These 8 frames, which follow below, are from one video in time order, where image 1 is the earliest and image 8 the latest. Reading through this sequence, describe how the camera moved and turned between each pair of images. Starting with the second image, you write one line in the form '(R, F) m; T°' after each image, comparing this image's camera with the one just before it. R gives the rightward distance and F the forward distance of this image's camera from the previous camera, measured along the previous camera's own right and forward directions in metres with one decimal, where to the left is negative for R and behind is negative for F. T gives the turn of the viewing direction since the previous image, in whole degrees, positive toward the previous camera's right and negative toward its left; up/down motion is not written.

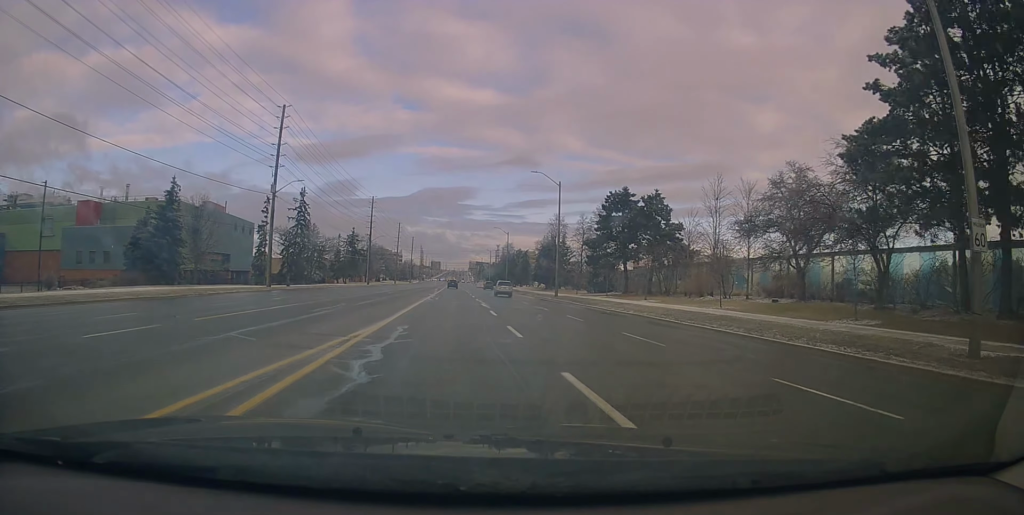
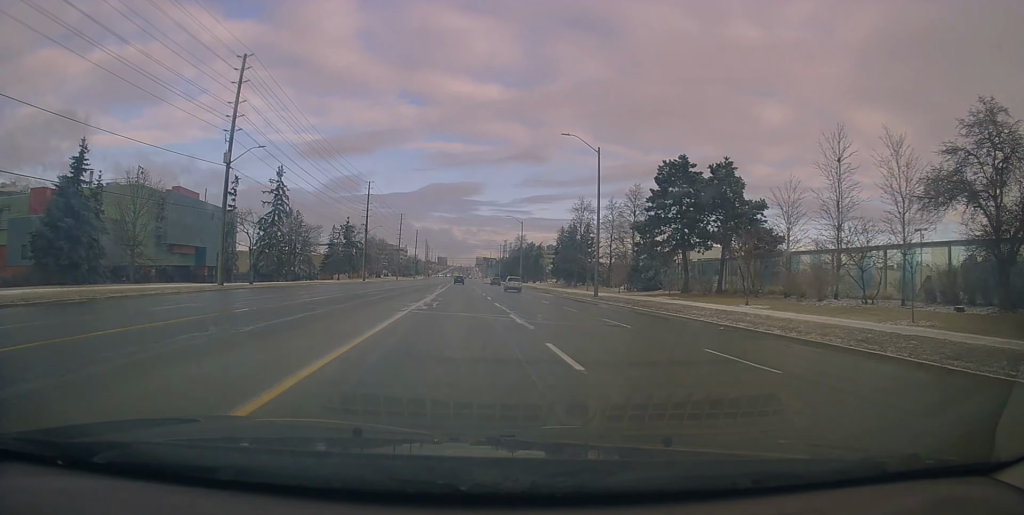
(-0.1, +14.3) m; 0°
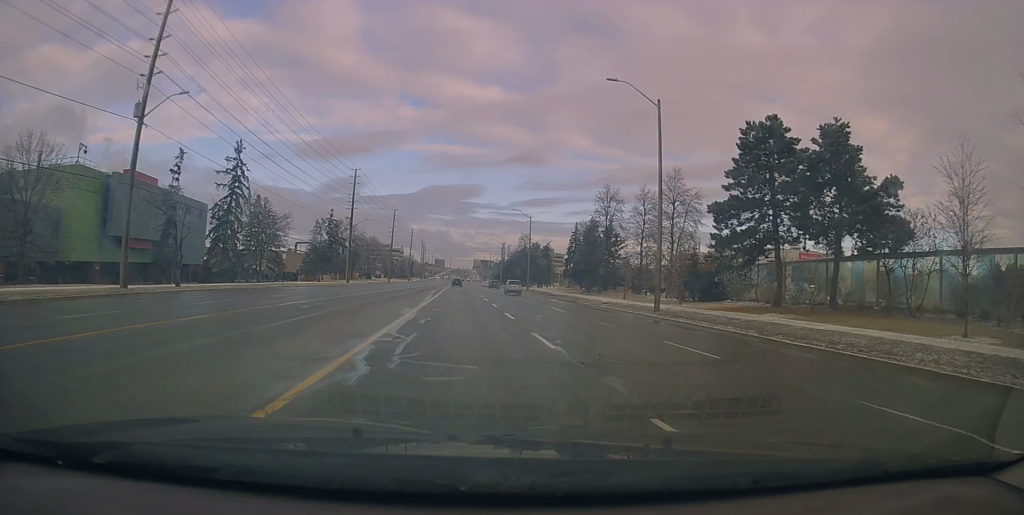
(+0.2, +14.4) m; +1°
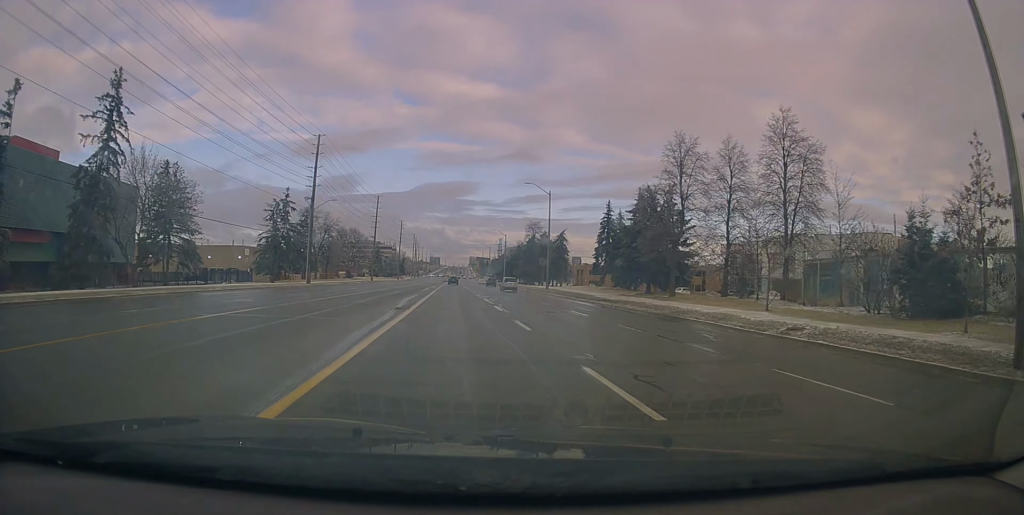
(-0.1, +23.0) m; 0°
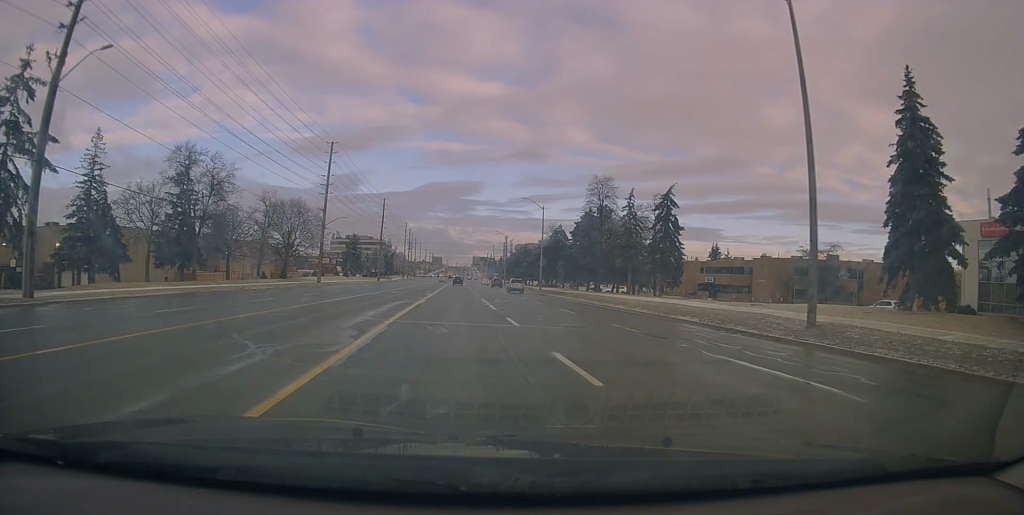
(+0.3, +52.4) m; 0°
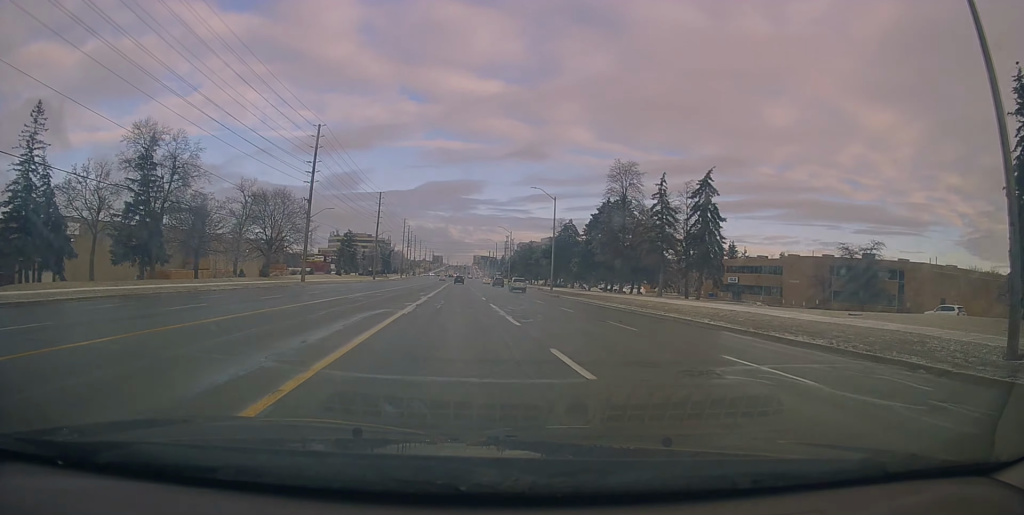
(-0.1, +9.1) m; 0°
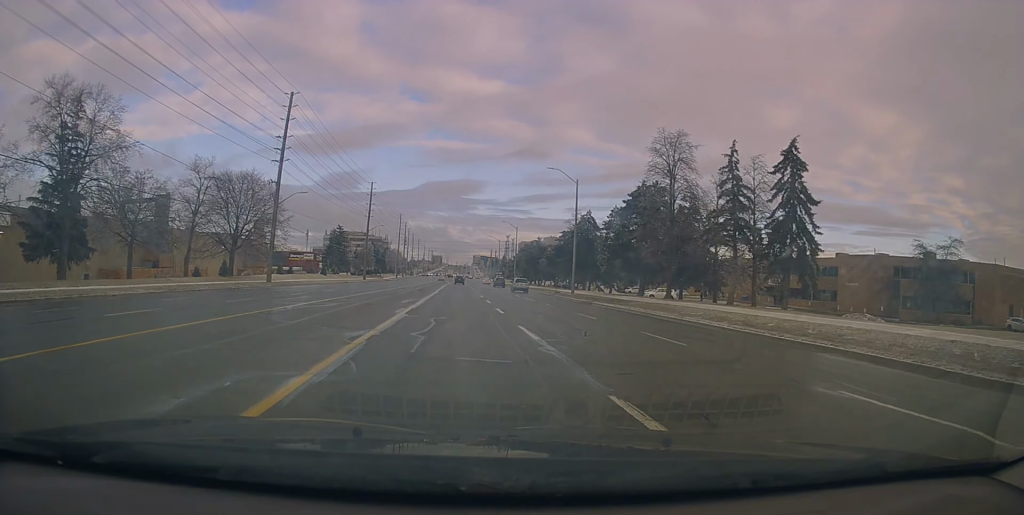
(+0.2, +12.5) m; +1°
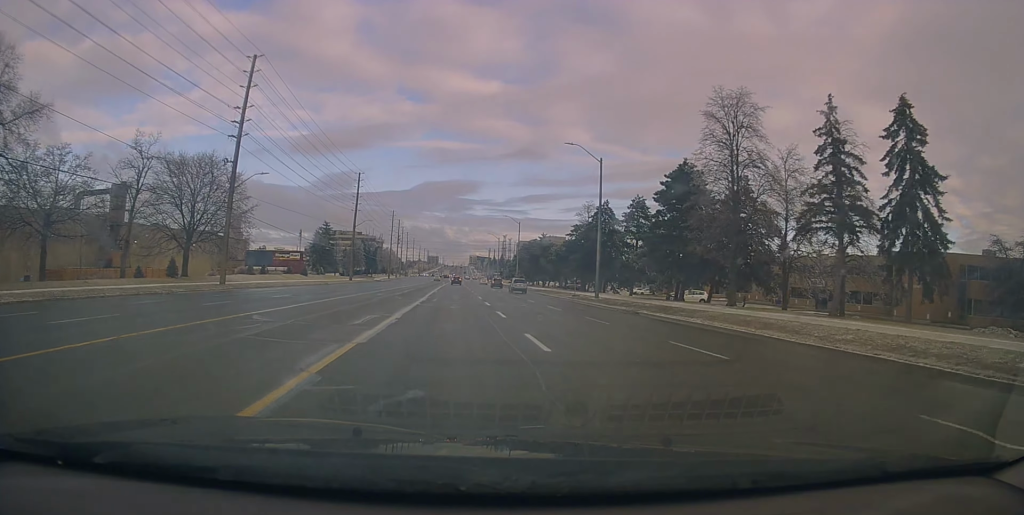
(+0.1, +11.6) m; 0°
